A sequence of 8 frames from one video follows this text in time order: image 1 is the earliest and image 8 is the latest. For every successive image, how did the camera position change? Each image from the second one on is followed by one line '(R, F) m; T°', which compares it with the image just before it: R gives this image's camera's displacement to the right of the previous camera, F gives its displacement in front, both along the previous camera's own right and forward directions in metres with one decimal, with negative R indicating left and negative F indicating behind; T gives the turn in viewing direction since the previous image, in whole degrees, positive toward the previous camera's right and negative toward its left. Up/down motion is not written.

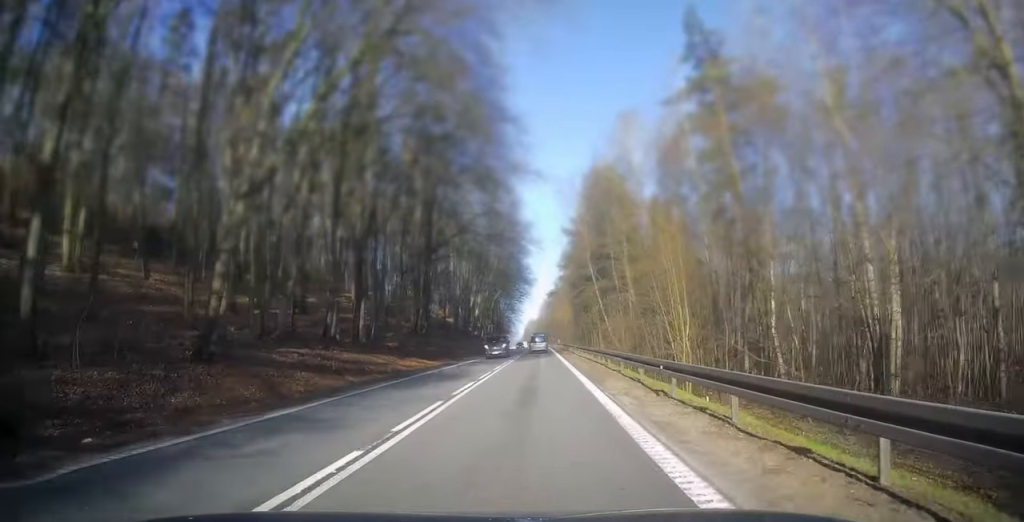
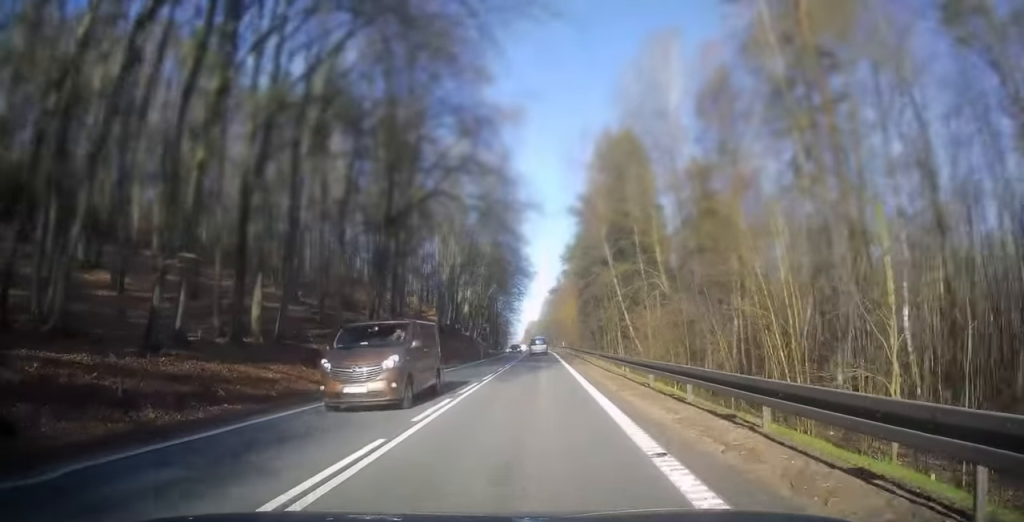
(+0.2, +17.2) m; +1°
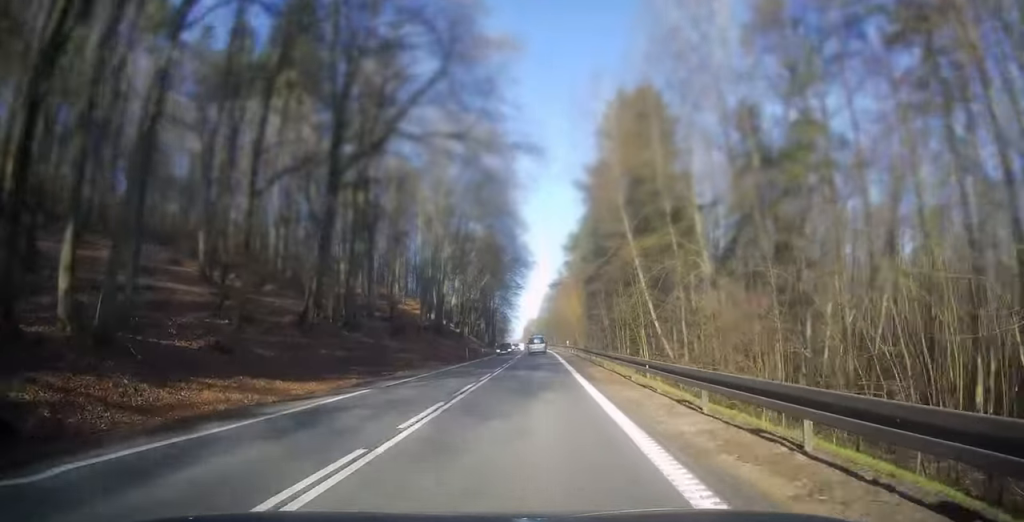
(+0.1, +13.3) m; 0°
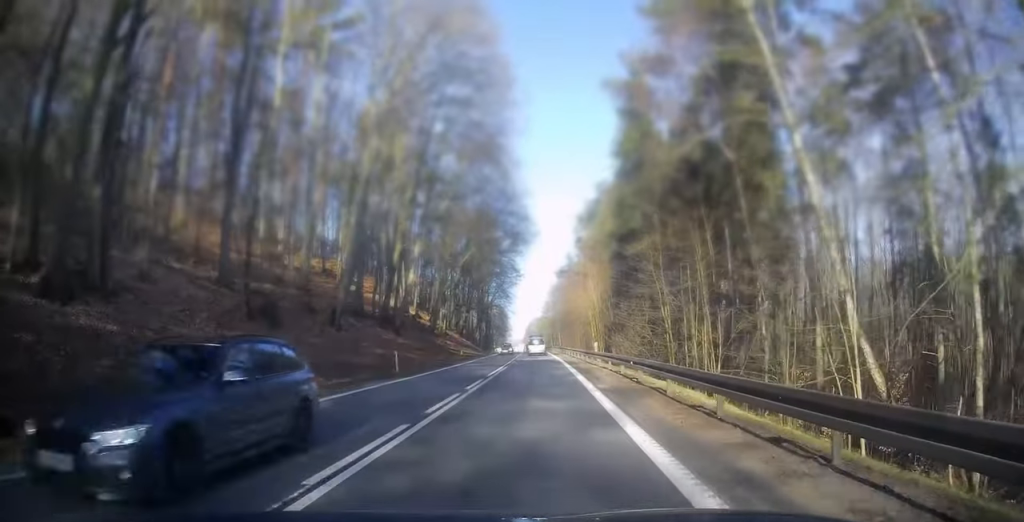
(-0.1, +29.2) m; 0°
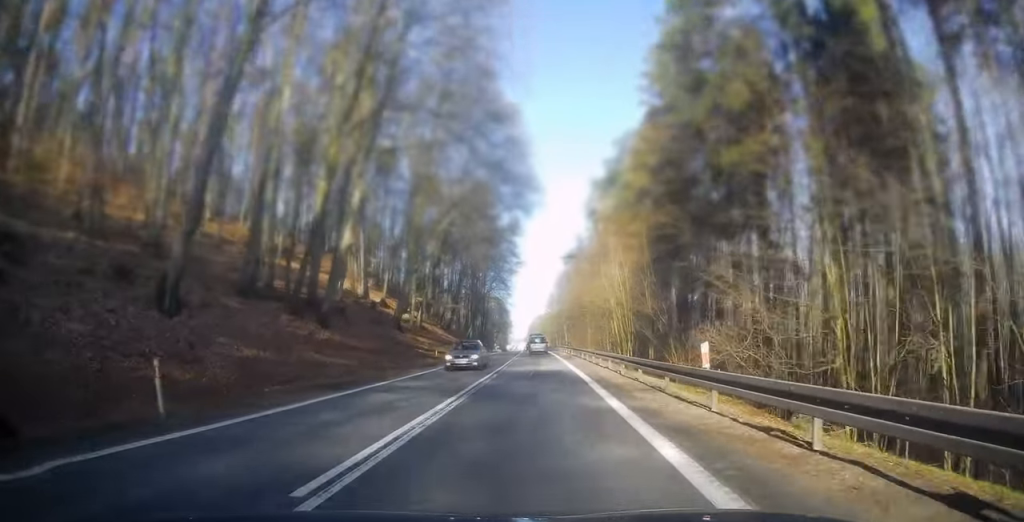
(-0.1, +20.2) m; -1°
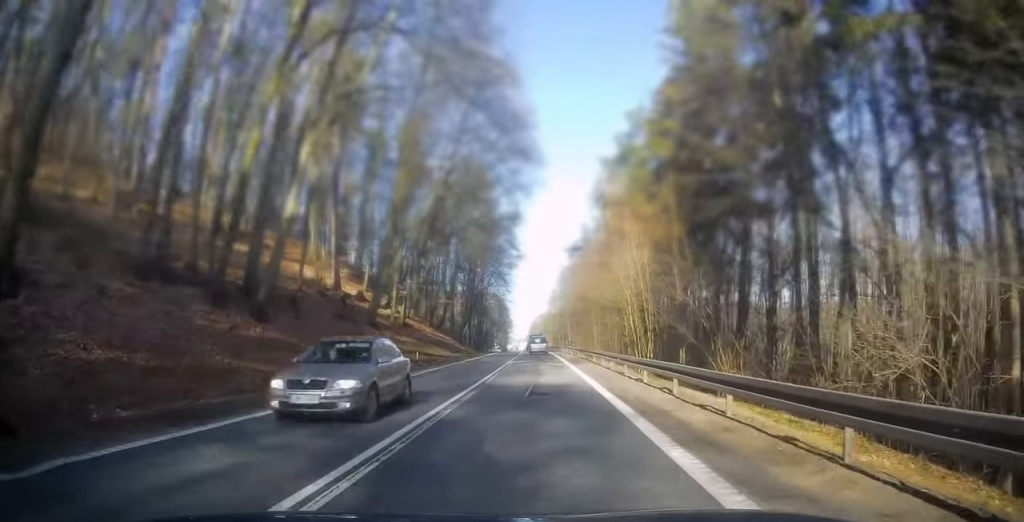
(-0.1, +9.2) m; 0°
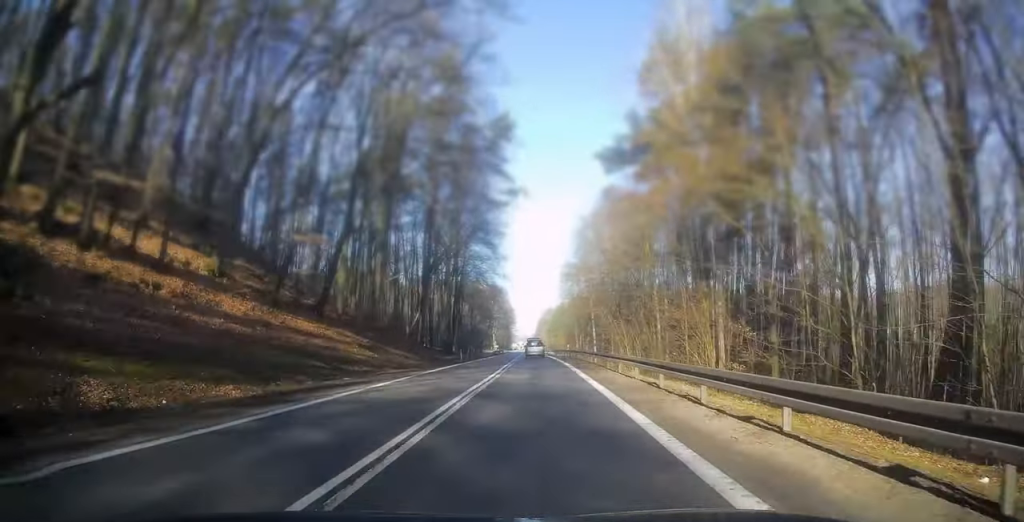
(-0.2, +53.3) m; 0°
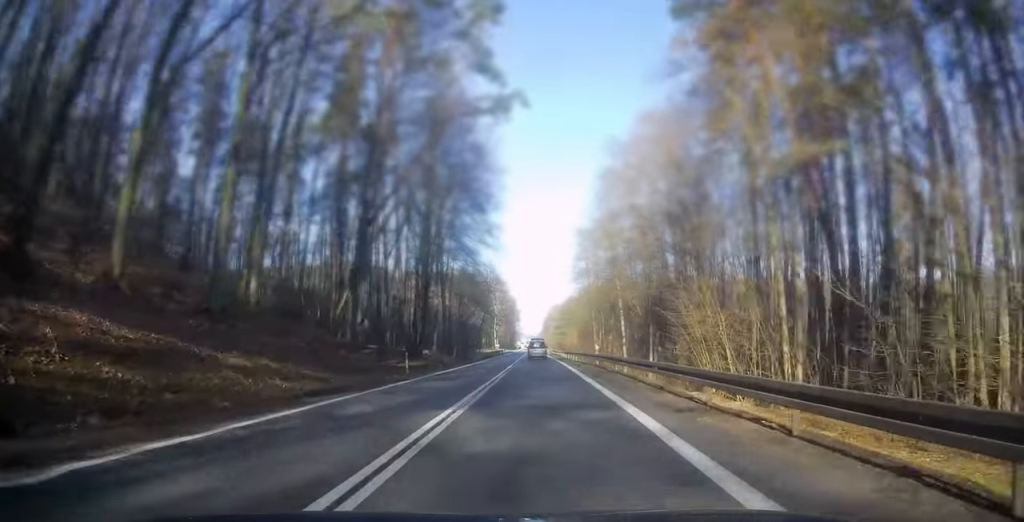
(0.0, +26.7) m; 0°
